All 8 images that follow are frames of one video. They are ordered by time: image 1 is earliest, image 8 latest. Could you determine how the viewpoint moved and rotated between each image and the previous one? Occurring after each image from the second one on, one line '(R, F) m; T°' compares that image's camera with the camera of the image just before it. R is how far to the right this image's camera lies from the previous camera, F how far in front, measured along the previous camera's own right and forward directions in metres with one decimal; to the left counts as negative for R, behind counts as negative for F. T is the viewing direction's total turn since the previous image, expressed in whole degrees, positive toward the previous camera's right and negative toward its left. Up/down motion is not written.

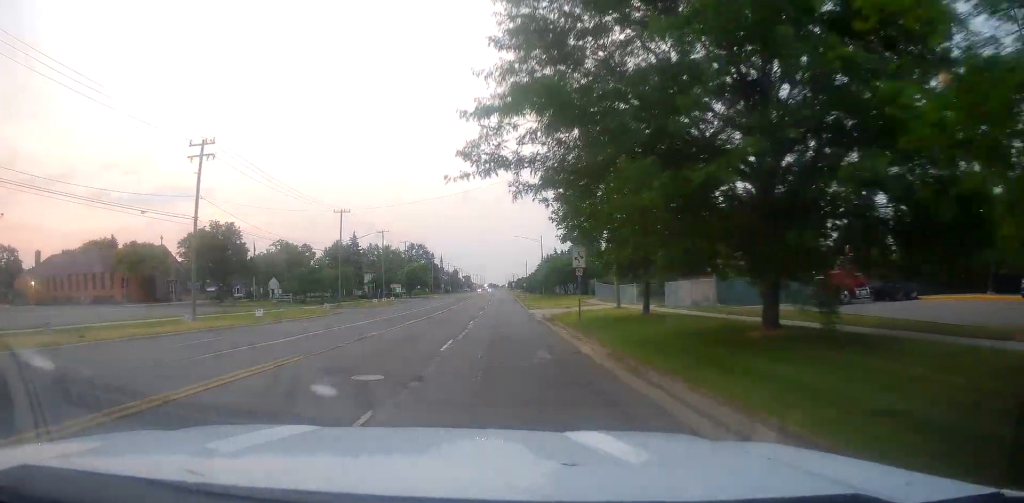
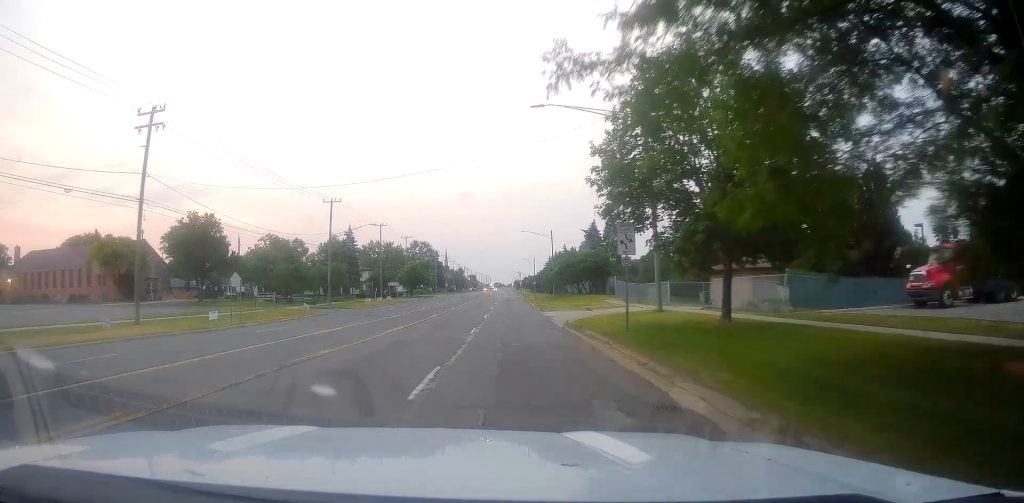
(-0.4, +7.2) m; -1°
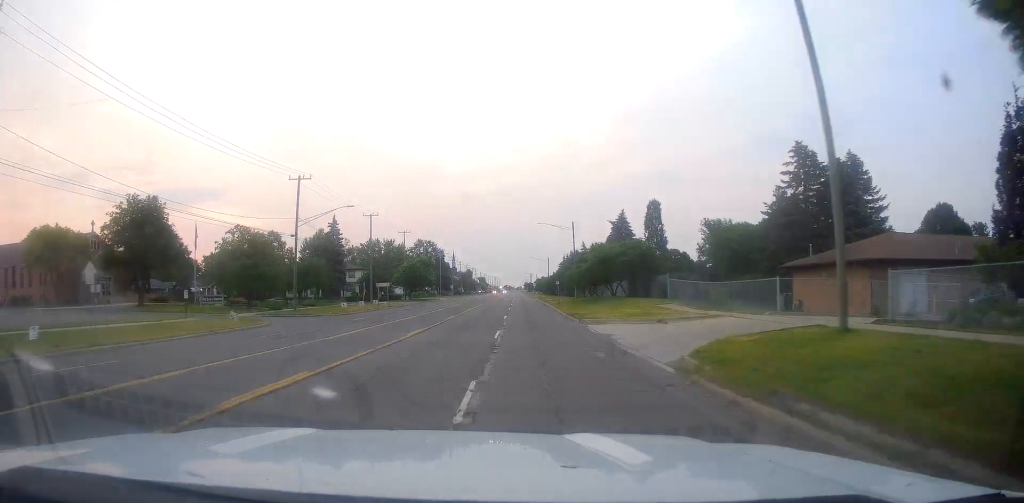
(+0.5, +14.8) m; 0°
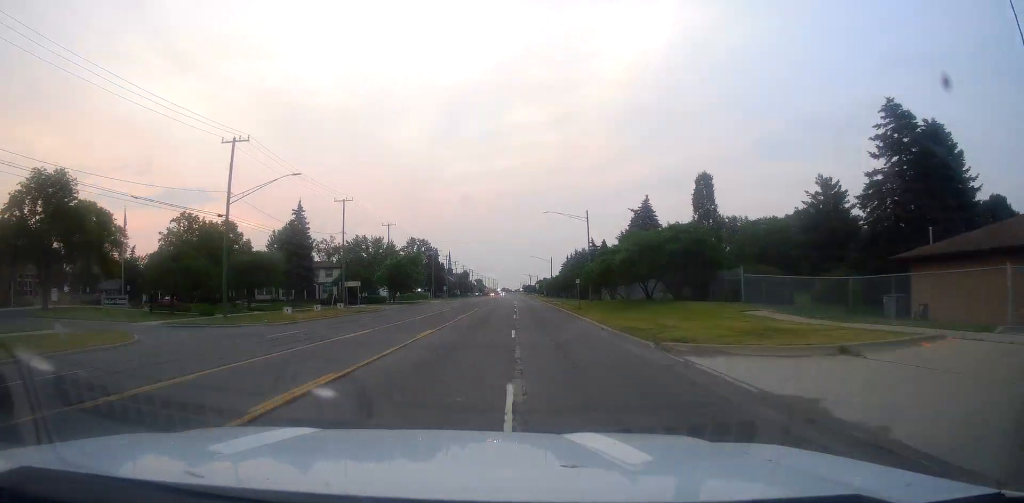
(-0.4, +14.6) m; -3°
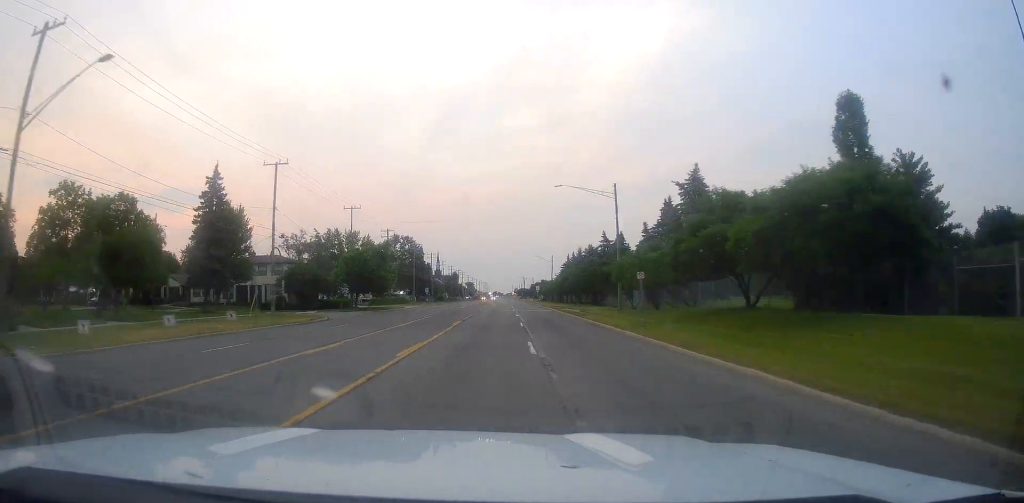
(-0.5, +20.4) m; 0°
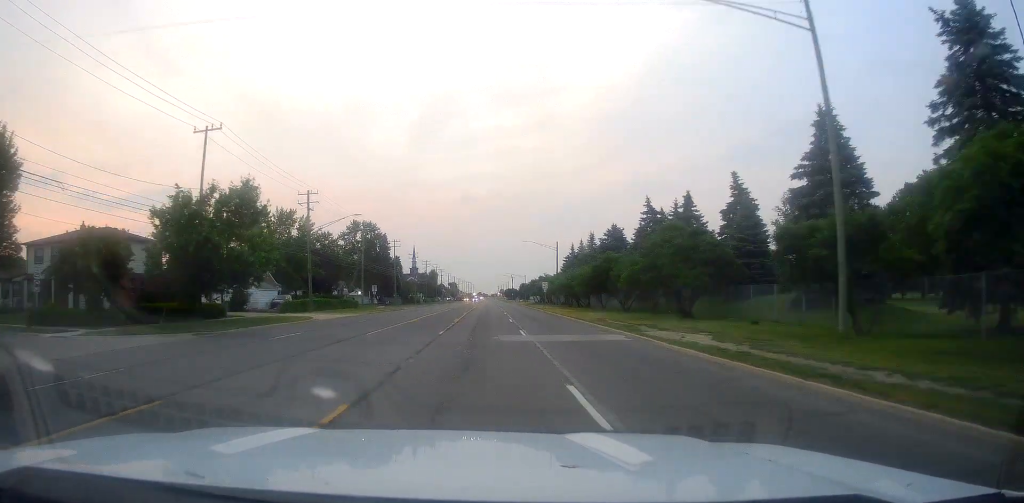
(+1.2, +37.3) m; +2°
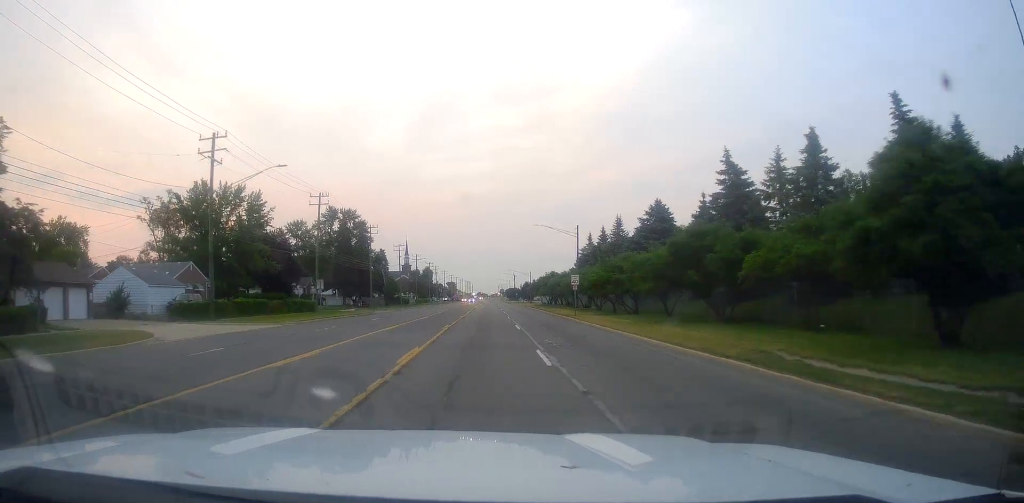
(0.0, +23.8) m; 0°
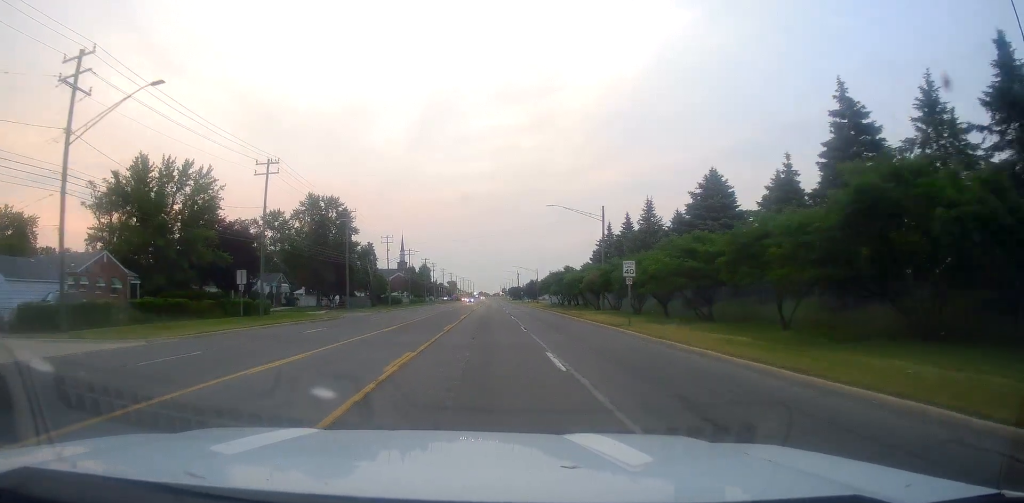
(0.0, +16.9) m; 0°
